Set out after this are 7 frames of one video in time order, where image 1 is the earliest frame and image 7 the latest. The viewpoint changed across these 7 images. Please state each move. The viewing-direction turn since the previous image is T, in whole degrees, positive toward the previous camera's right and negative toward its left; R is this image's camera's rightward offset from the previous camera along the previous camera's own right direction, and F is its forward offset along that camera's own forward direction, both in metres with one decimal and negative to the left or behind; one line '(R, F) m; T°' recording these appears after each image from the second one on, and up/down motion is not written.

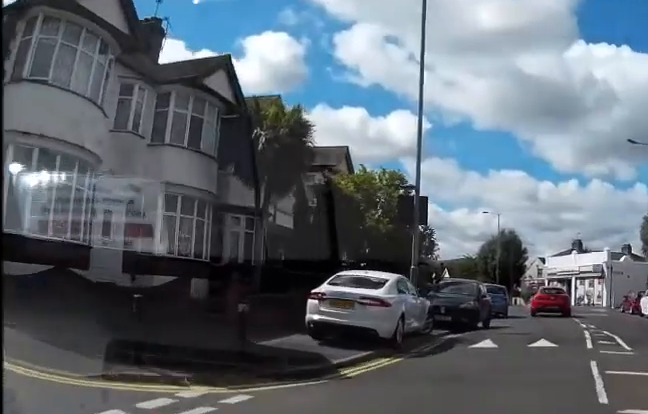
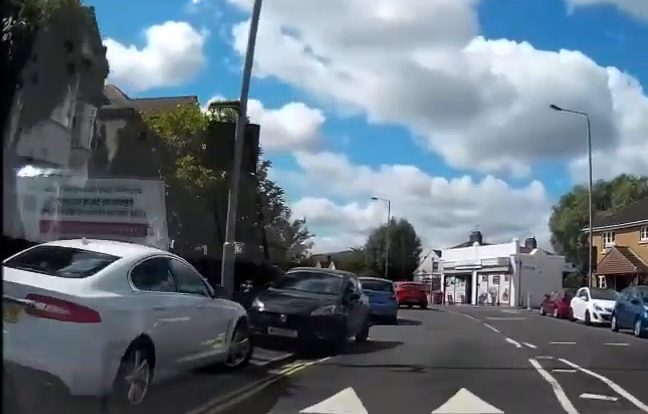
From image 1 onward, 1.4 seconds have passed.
(+0.5, +7.7) m; +4°
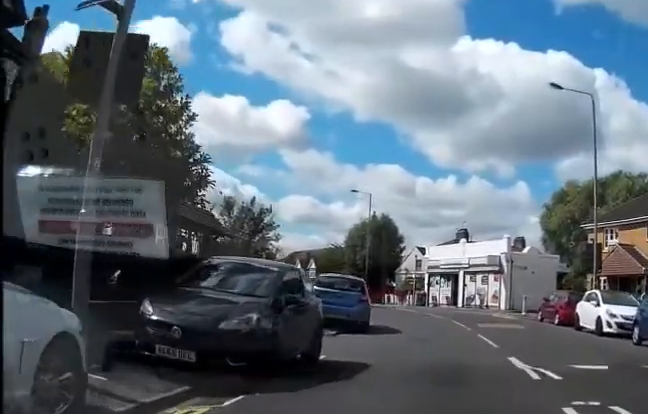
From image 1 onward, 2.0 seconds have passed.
(0.0, +3.8) m; +1°
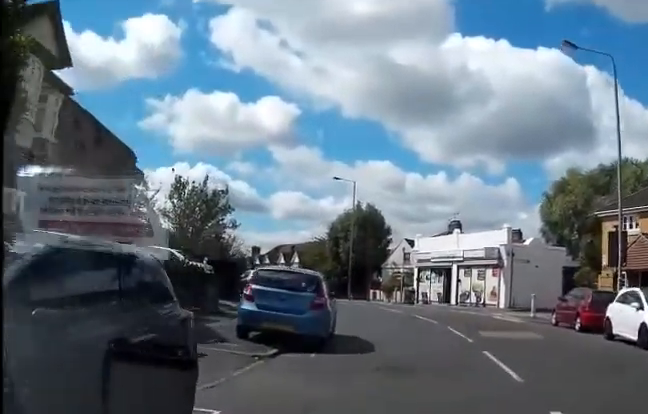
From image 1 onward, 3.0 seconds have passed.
(+0.1, +5.1) m; 0°
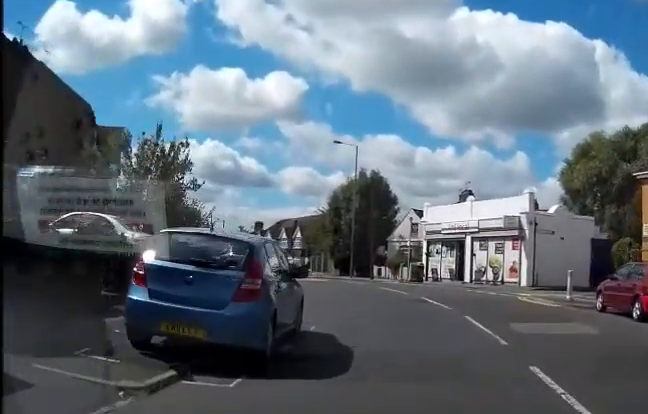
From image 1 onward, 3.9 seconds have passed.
(-0.1, +4.8) m; -1°
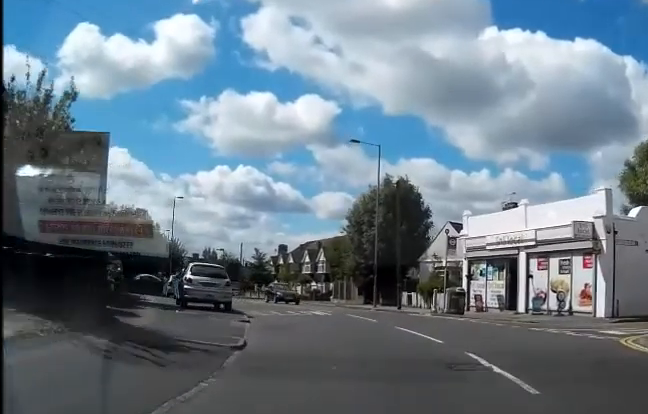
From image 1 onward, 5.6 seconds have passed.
(-0.1, +8.5) m; -5°
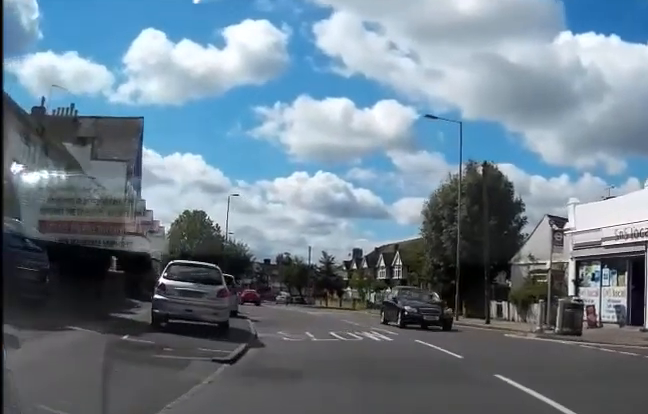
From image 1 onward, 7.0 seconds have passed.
(-0.9, +7.4) m; -13°
